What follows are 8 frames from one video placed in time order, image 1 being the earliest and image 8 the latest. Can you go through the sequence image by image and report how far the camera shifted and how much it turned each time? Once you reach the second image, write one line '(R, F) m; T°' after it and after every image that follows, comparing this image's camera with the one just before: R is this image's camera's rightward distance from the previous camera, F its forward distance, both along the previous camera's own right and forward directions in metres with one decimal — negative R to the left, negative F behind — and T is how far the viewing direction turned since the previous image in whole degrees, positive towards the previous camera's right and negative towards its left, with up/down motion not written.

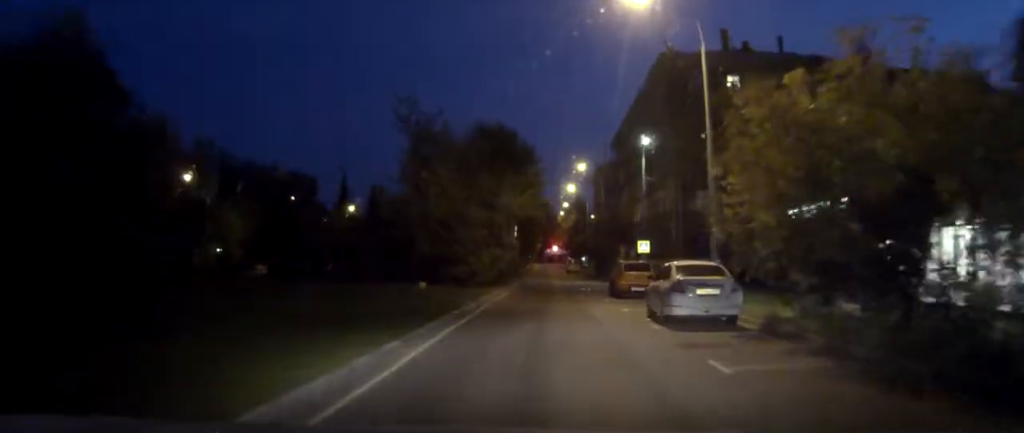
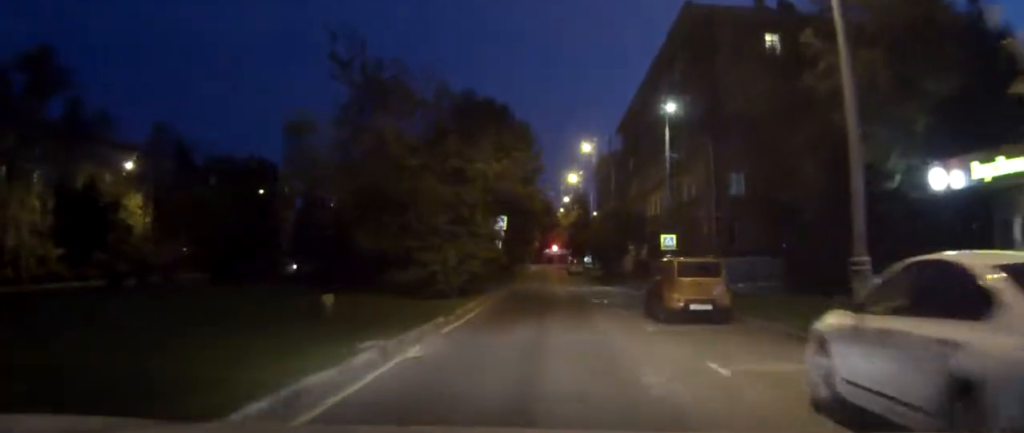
(0.0, +12.9) m; 0°
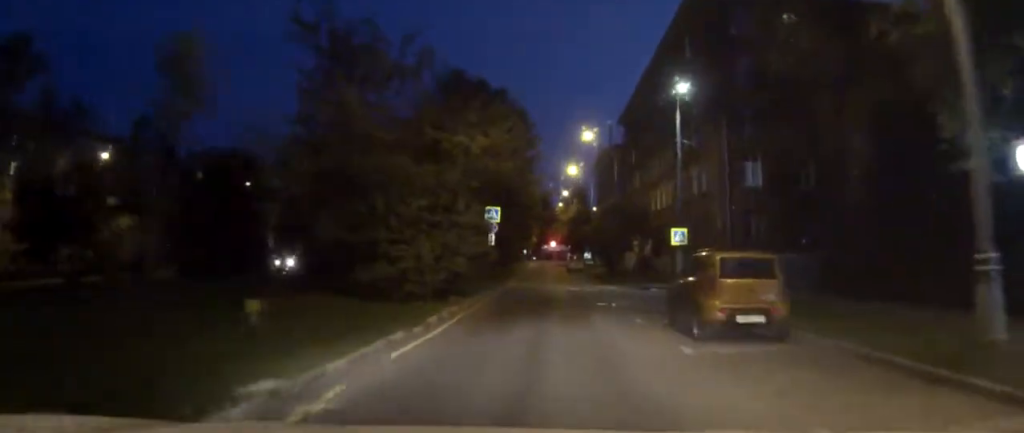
(0.0, +4.6) m; 0°
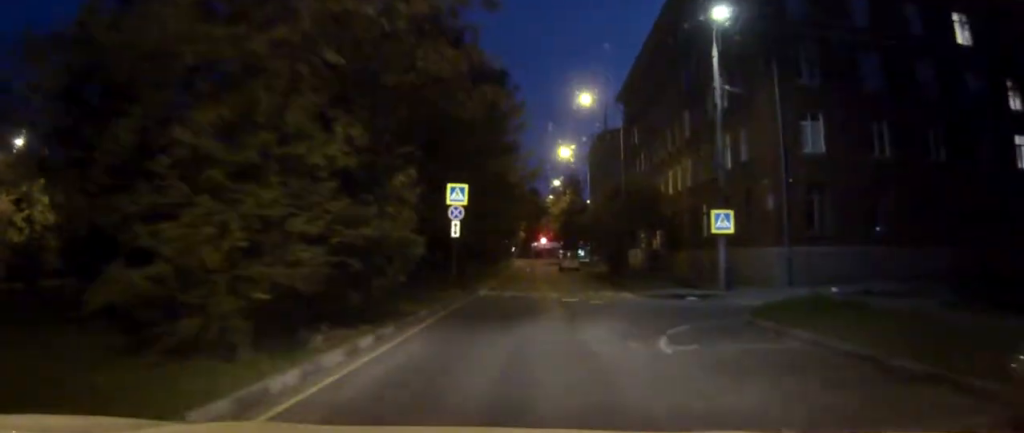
(+0.1, +13.1) m; +1°
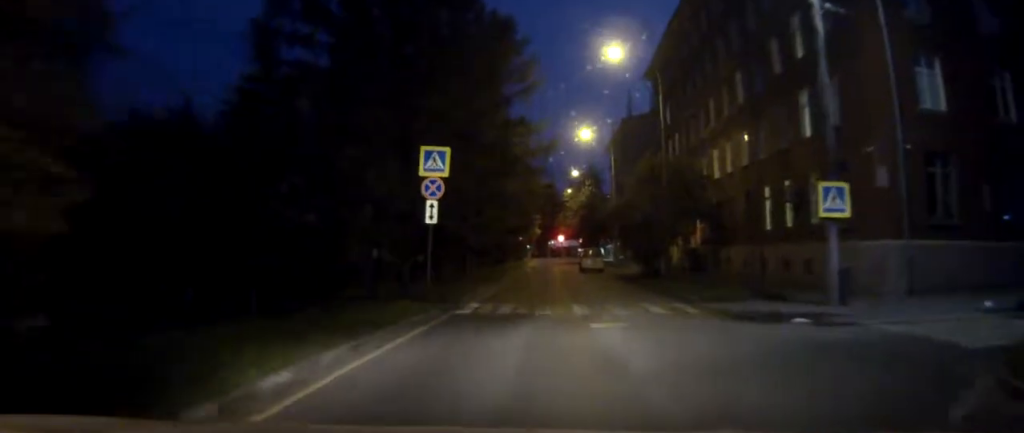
(0.0, +10.6) m; -1°
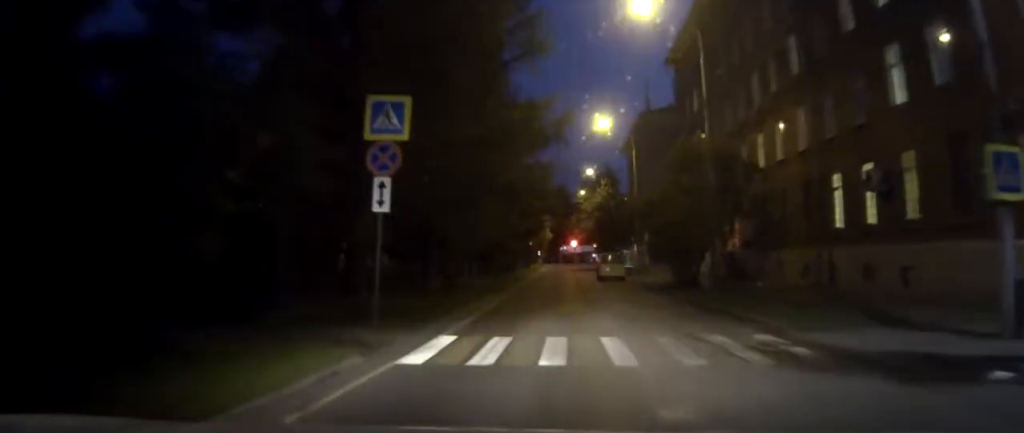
(-0.1, +8.0) m; -1°
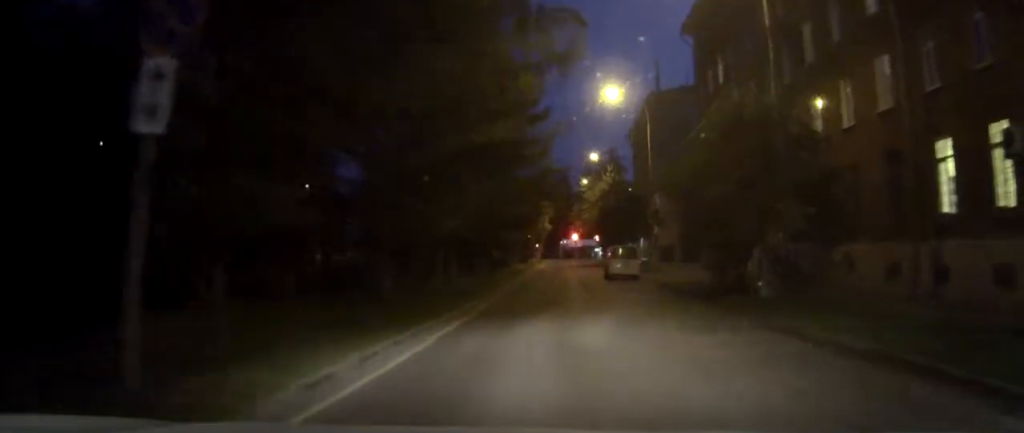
(0.0, +8.8) m; 0°
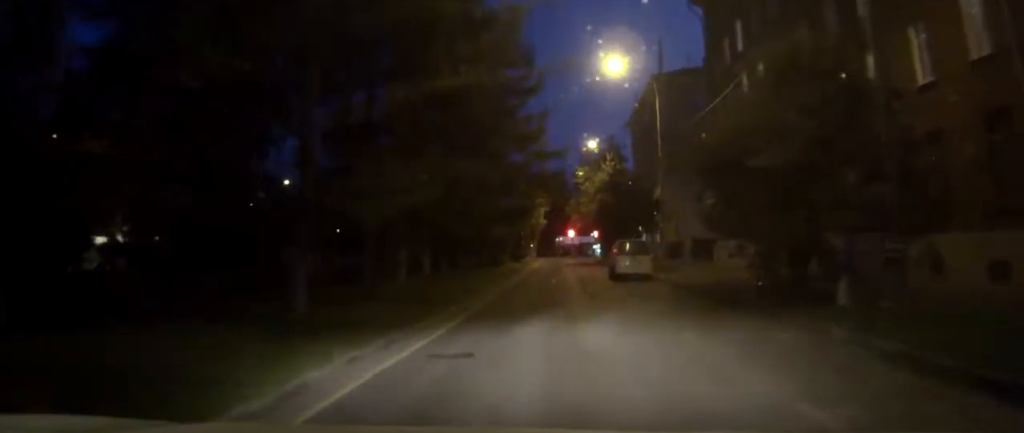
(+0.1, +6.9) m; 0°
